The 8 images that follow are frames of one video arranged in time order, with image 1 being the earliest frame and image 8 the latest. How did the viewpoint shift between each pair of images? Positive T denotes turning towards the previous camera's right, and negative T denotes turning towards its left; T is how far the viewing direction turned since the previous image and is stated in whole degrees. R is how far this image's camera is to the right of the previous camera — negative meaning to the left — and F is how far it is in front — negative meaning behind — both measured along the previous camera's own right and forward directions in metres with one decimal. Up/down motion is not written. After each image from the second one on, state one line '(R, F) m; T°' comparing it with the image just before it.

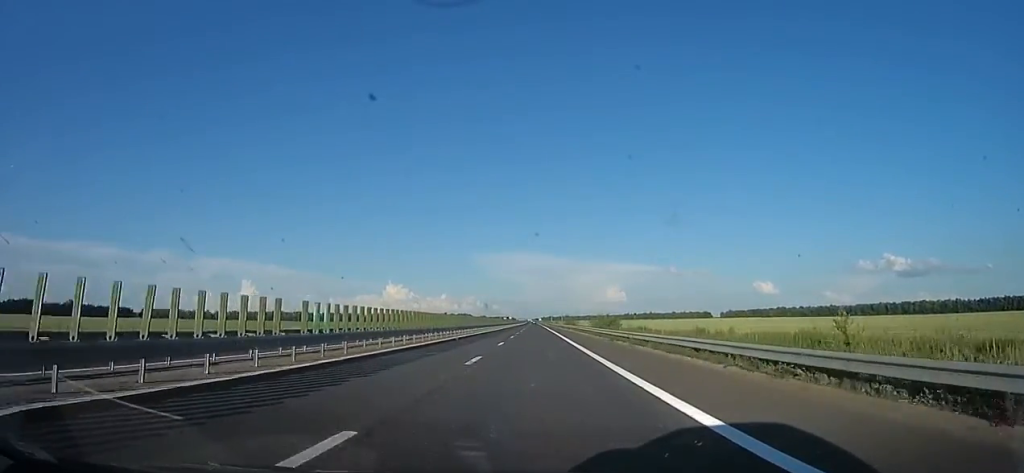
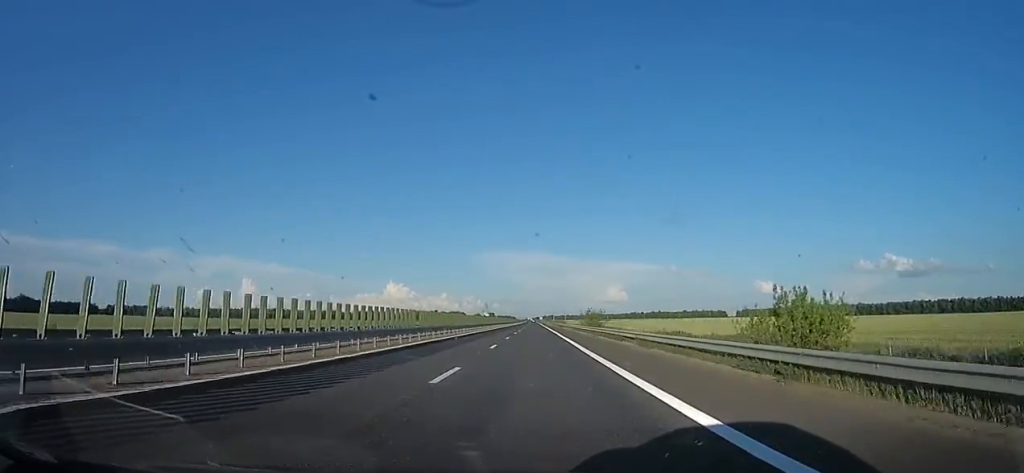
(-1.5, +64.3) m; -1°
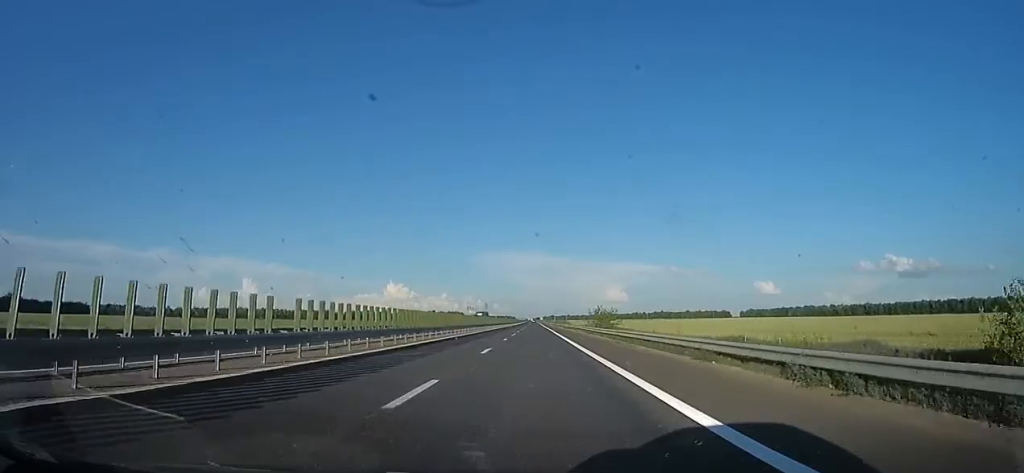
(+0.3, +14.9) m; +1°
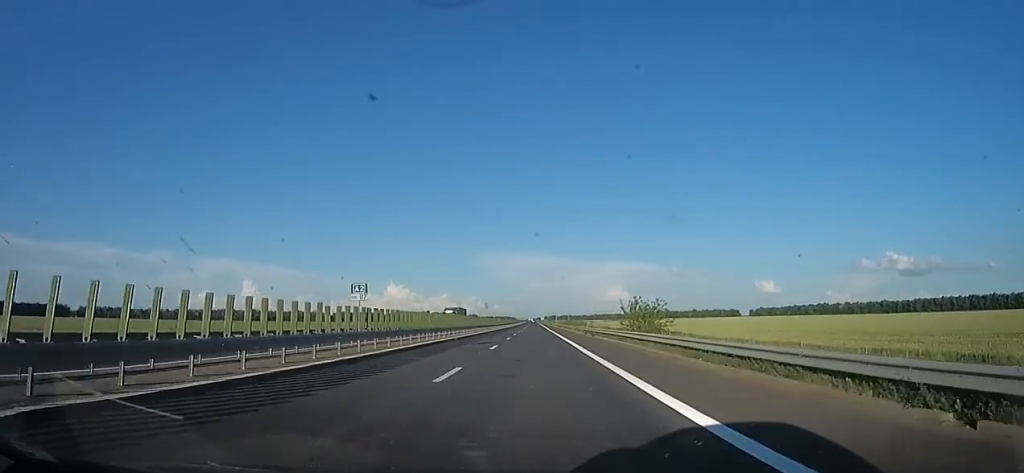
(+0.2, +32.9) m; 0°
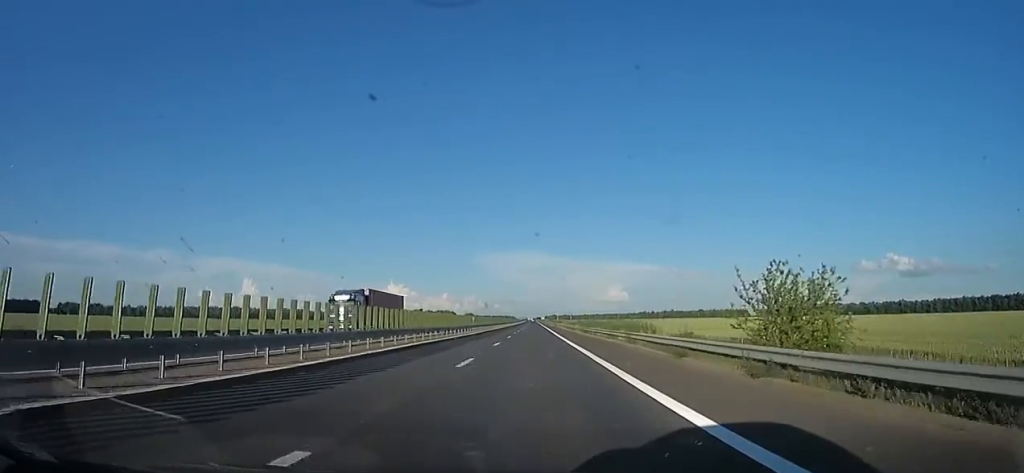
(0.0, +33.4) m; 0°
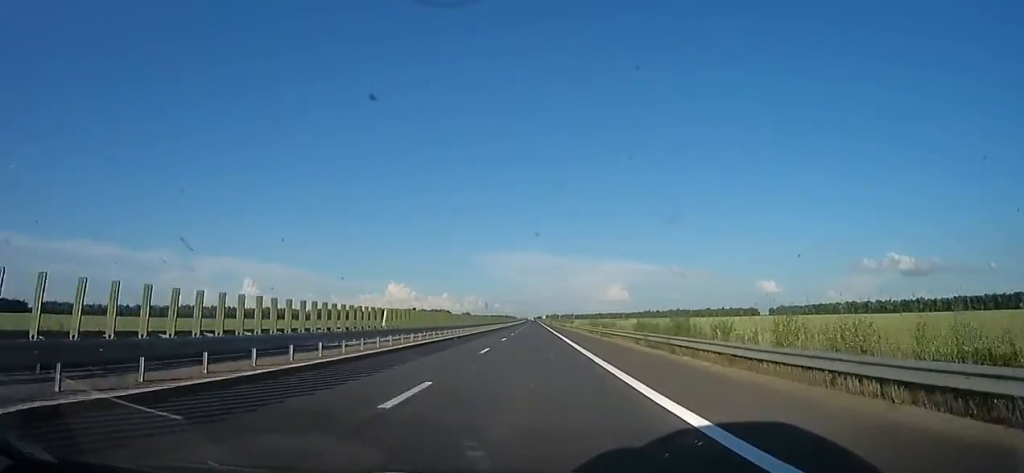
(0.0, +30.4) m; 0°
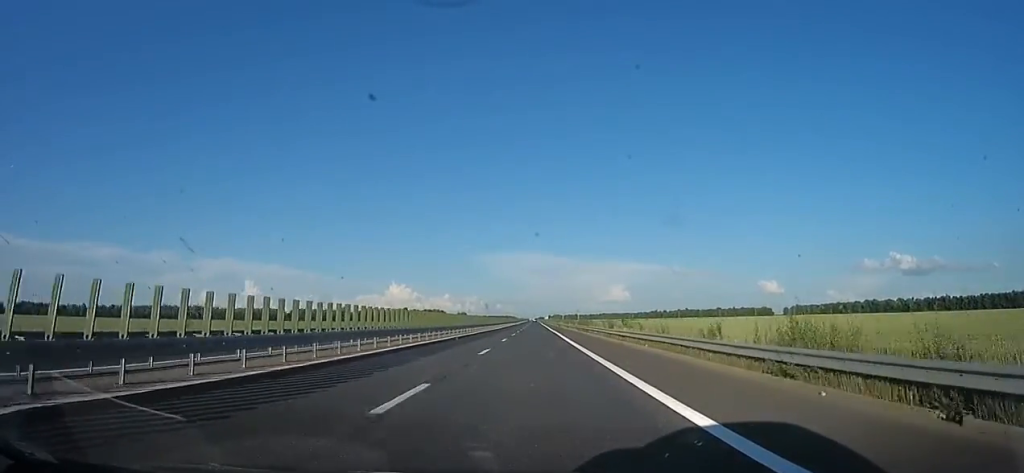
(0.0, +36.4) m; 0°
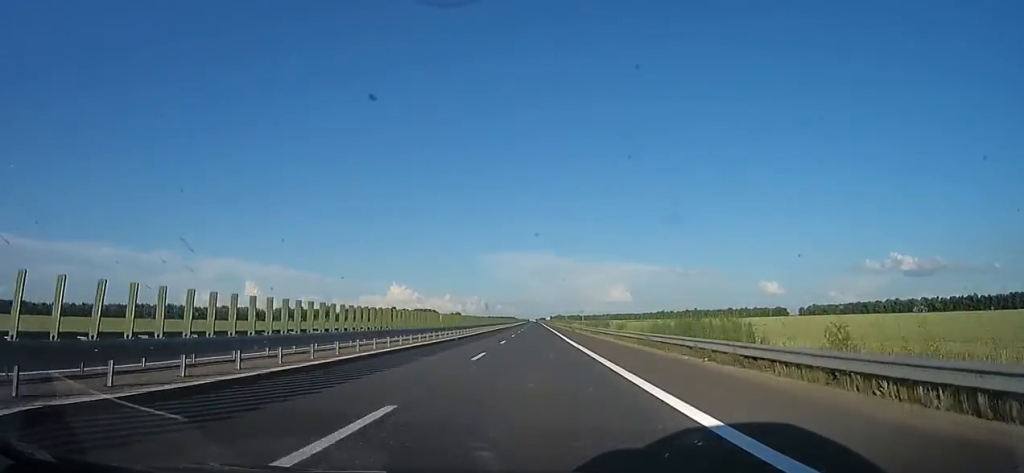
(0.0, +38.1) m; +1°
